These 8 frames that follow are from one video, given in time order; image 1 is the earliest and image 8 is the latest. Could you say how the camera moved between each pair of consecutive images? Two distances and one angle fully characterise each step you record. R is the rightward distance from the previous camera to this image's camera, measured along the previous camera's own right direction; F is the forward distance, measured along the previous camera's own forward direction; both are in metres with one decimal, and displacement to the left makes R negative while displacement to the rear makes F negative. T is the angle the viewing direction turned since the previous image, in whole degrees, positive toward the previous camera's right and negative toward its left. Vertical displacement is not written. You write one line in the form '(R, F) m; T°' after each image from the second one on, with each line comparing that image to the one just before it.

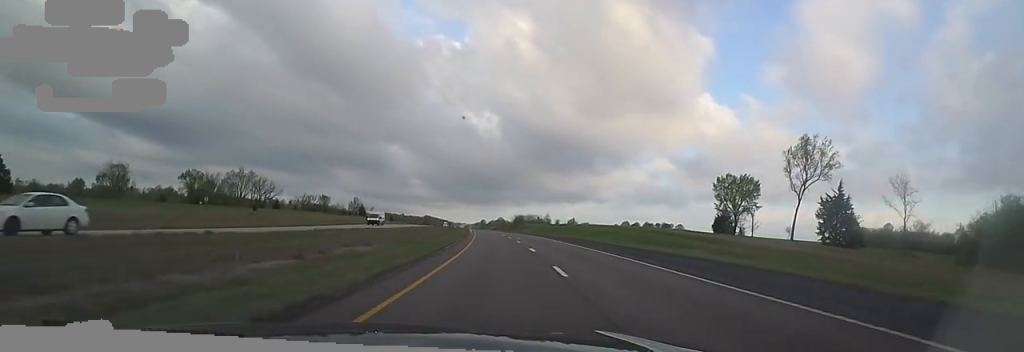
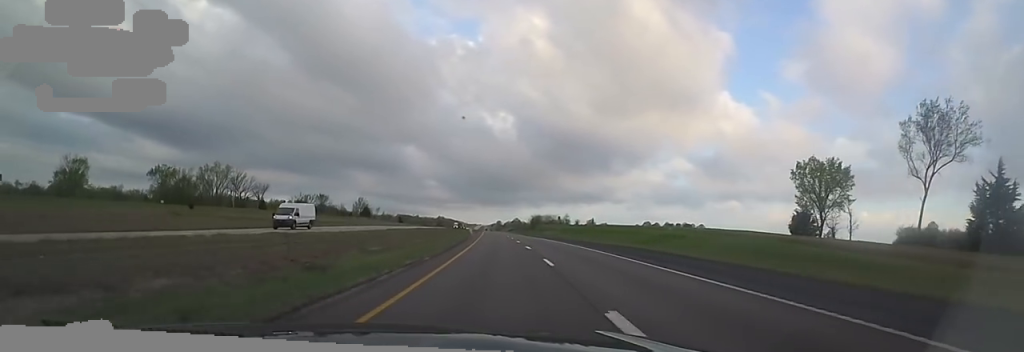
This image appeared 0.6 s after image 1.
(-0.3, +20.4) m; -1°
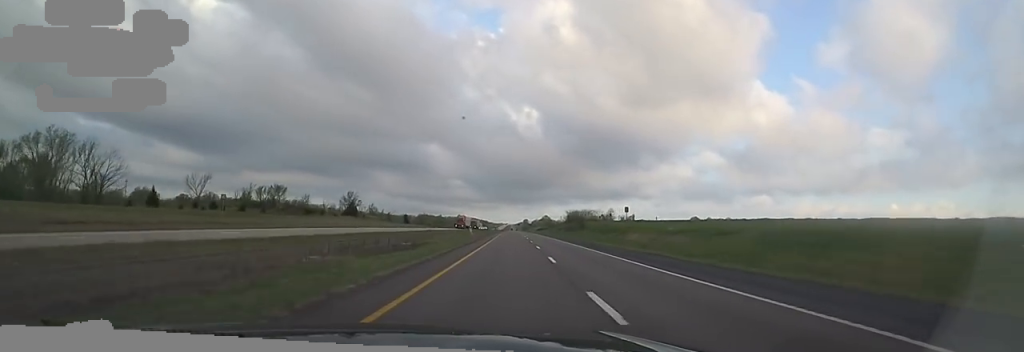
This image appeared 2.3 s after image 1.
(-1.0, +58.0) m; -3°
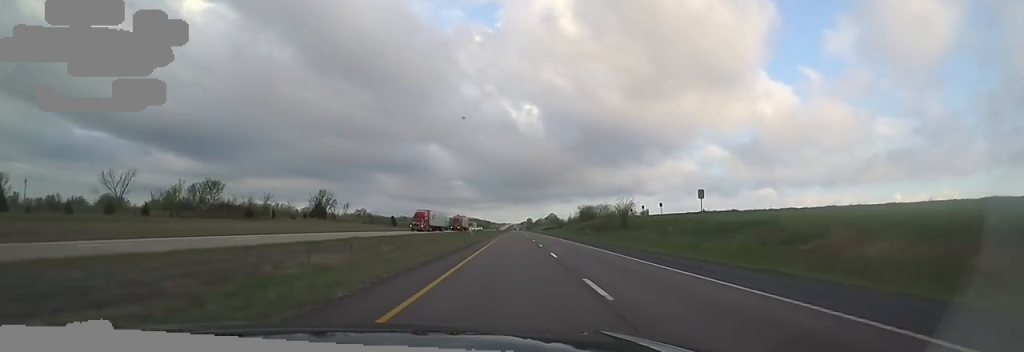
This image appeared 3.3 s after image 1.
(-1.0, +33.7) m; -2°
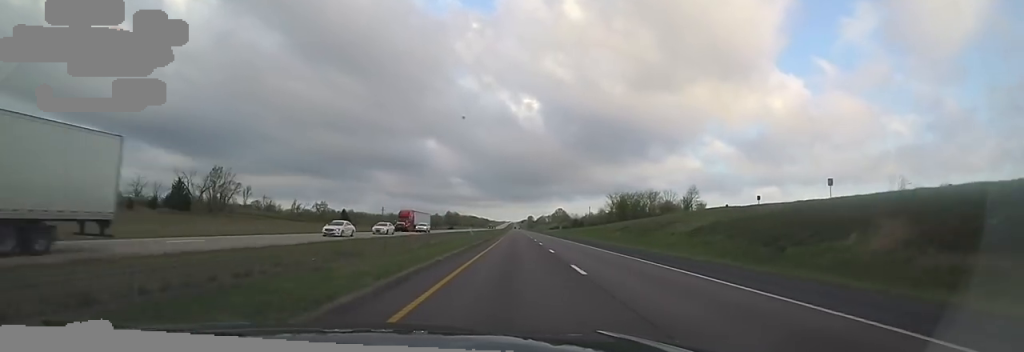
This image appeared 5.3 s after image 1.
(-0.2, +68.2) m; 0°
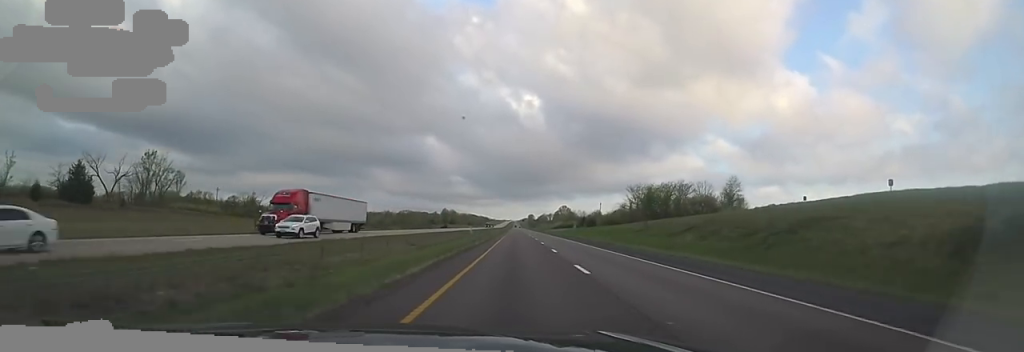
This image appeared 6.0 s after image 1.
(0.0, +25.1) m; 0°
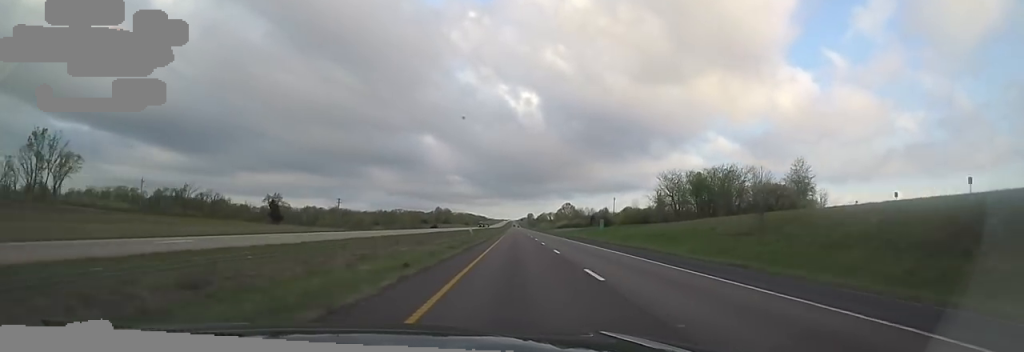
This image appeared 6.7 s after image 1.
(0.0, +27.1) m; 0°
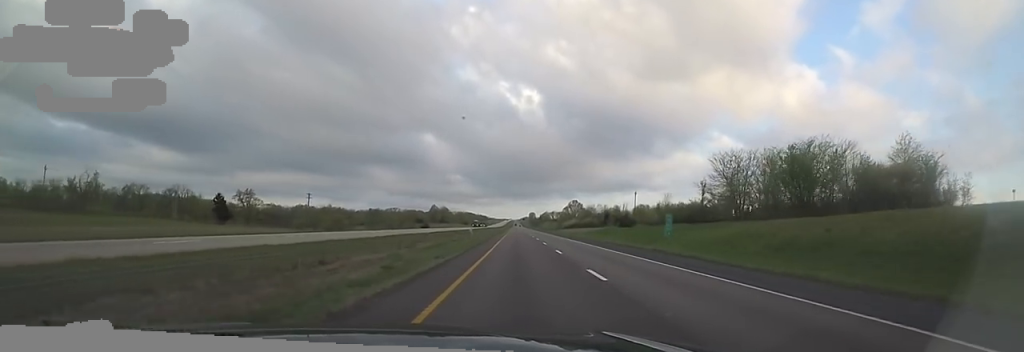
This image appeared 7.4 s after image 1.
(0.0, +24.4) m; +1°
